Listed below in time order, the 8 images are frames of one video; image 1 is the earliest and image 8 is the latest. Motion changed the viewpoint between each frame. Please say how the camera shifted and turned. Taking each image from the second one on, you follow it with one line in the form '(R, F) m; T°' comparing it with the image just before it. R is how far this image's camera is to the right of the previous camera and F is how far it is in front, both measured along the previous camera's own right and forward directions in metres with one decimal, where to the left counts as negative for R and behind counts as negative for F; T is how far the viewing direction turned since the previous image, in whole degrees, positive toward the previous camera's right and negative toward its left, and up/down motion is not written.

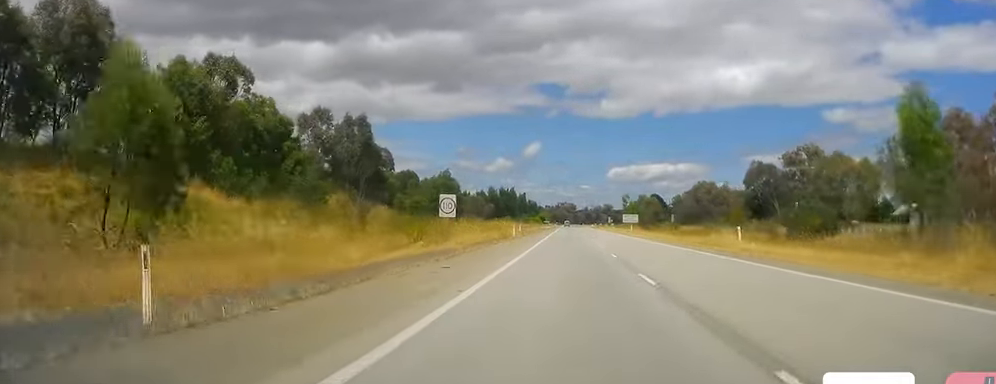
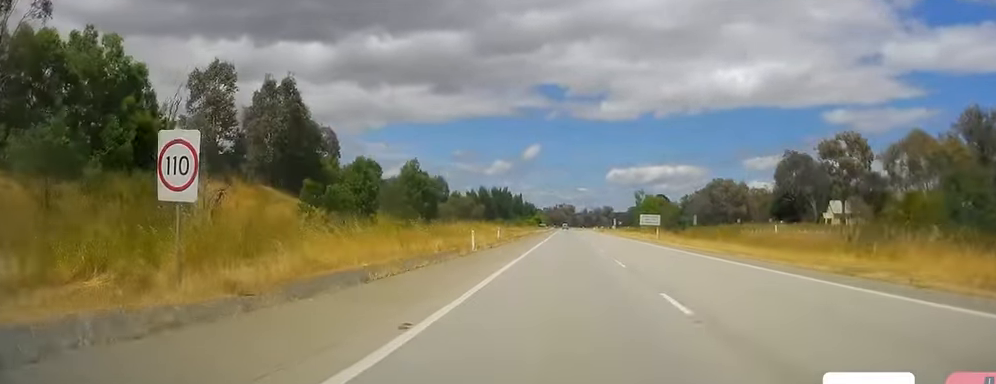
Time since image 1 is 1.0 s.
(+0.1, +28.7) m; +1°
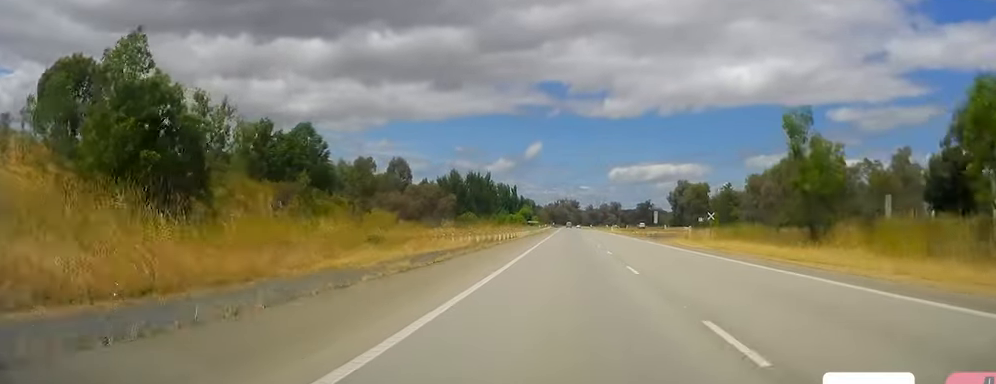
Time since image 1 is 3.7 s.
(-0.8, +76.6) m; -1°
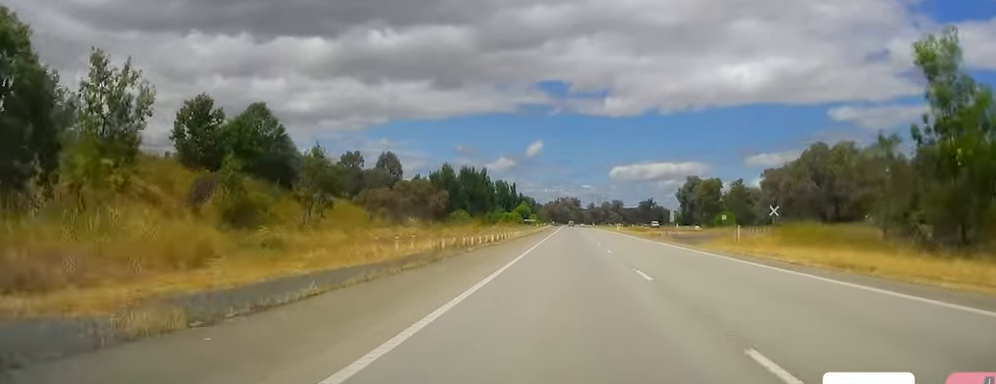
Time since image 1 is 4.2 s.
(-0.2, +14.4) m; +1°
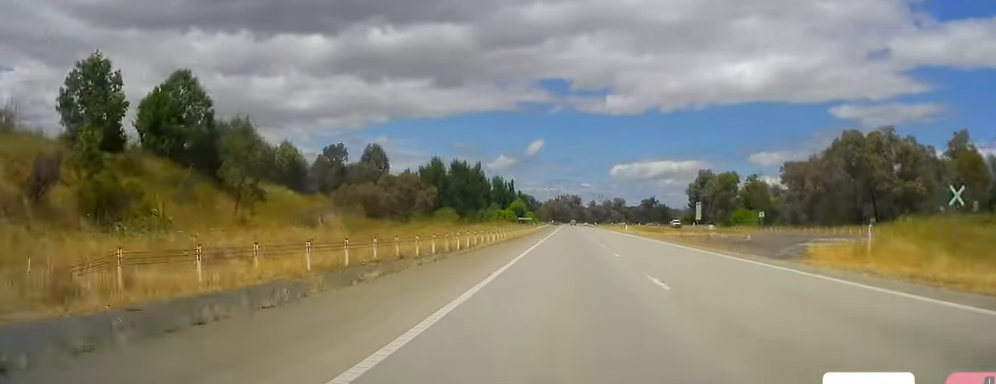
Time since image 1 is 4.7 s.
(+0.3, +16.3) m; +1°
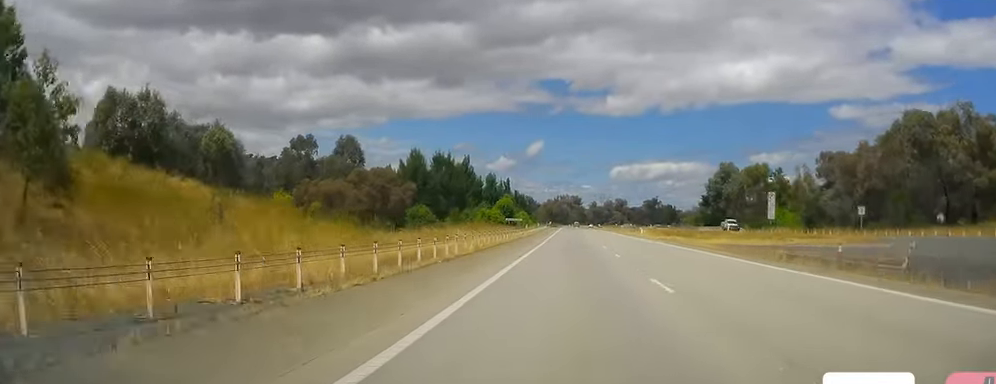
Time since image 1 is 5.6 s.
(+0.3, +24.0) m; 0°
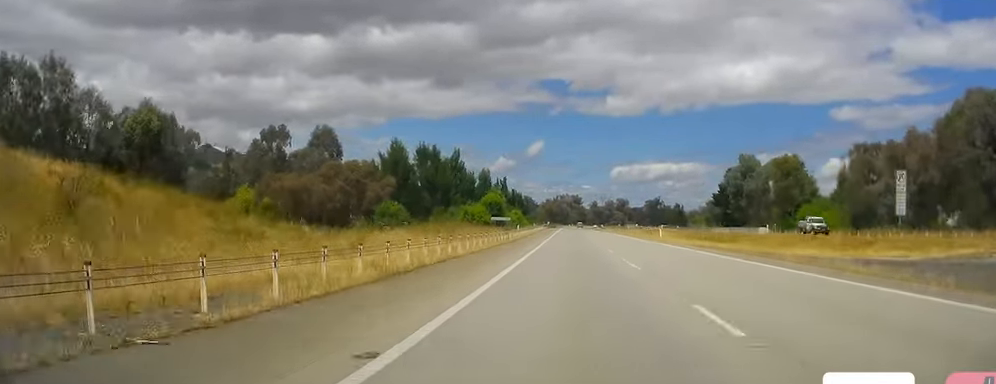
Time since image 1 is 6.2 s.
(-0.1, +17.3) m; -1°
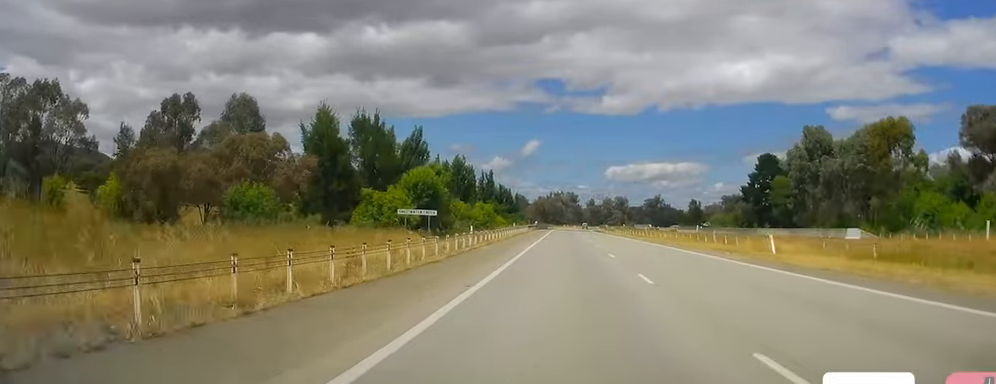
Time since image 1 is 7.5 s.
(-0.1, +39.3) m; +1°
